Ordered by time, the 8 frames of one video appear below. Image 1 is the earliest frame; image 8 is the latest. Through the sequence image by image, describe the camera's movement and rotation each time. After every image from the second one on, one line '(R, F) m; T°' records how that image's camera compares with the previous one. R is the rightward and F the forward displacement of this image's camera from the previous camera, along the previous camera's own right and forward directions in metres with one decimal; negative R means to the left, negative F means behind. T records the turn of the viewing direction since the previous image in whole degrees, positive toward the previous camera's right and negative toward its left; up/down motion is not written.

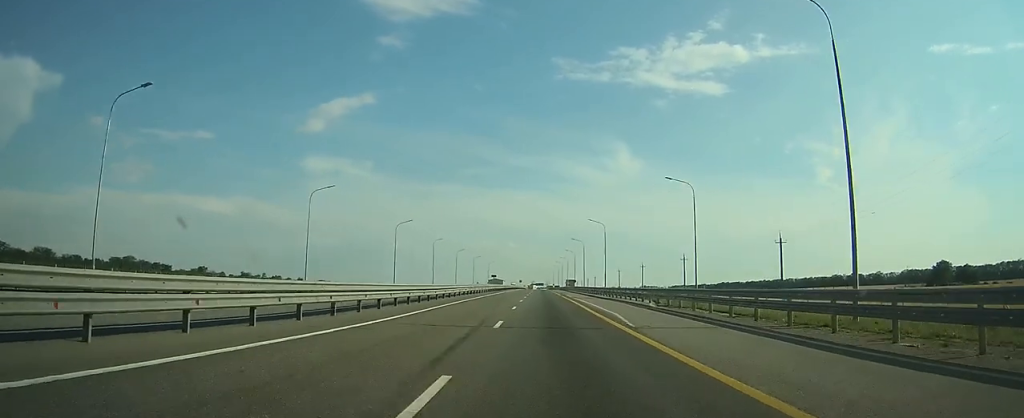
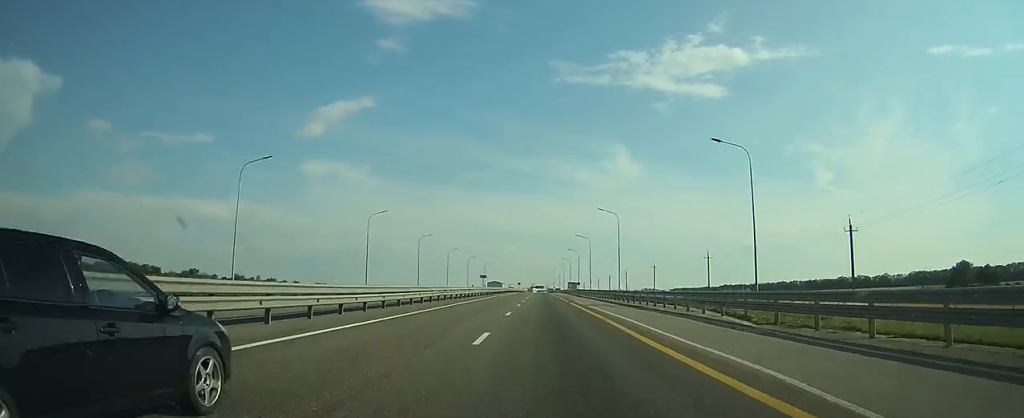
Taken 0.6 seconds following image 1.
(-0.1, +17.0) m; 0°
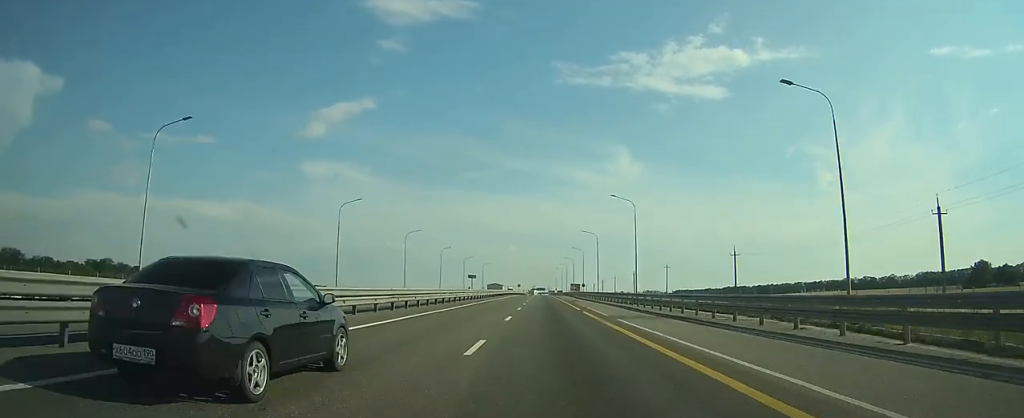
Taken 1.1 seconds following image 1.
(0.0, +13.5) m; 0°
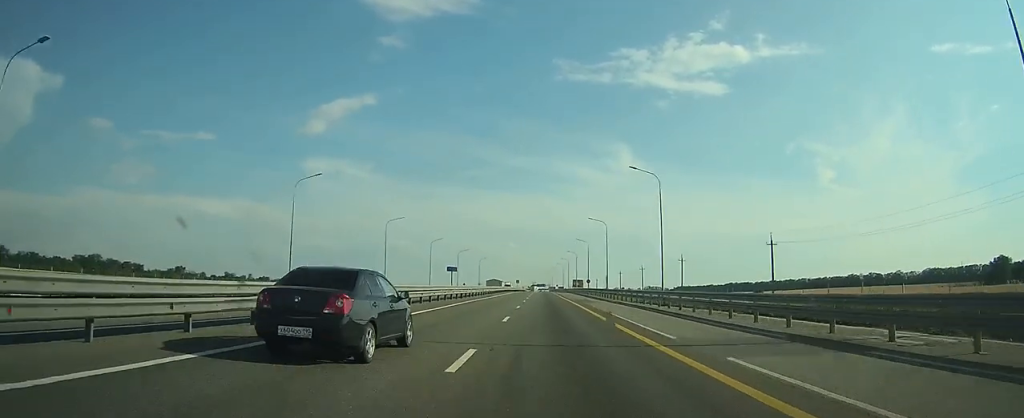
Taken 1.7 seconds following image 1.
(0.0, +14.4) m; 0°
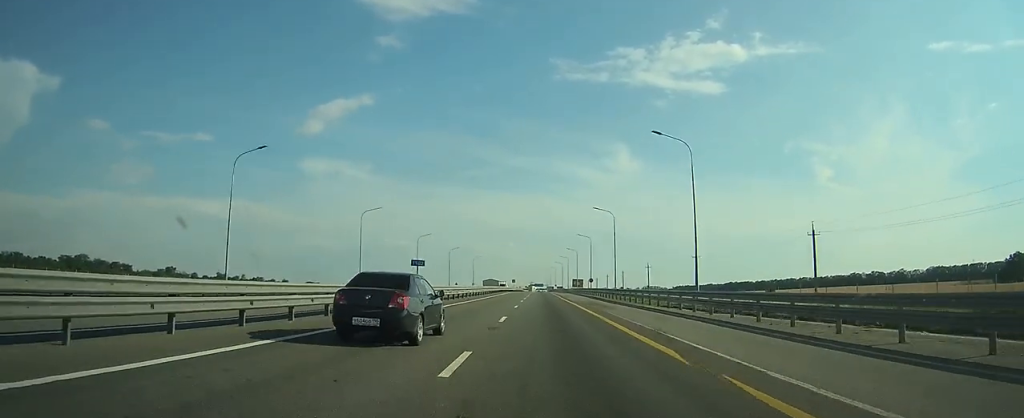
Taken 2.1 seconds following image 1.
(0.0, +12.6) m; 0°
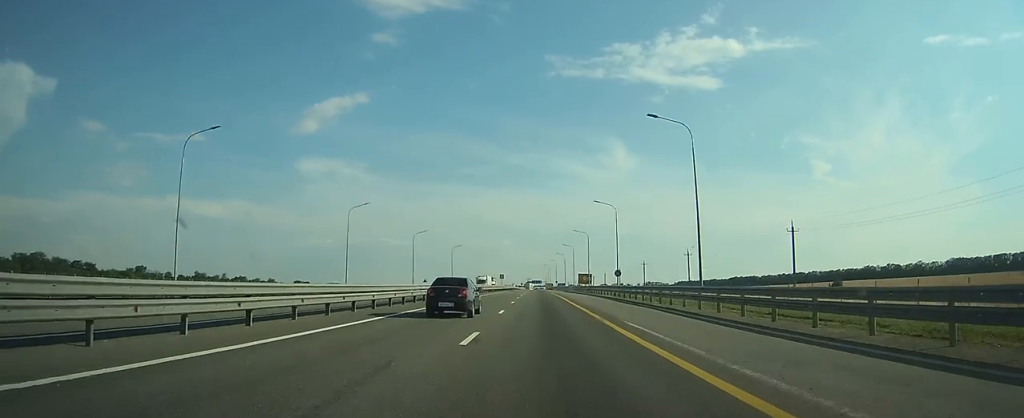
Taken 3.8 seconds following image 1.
(+0.1, +44.8) m; 0°
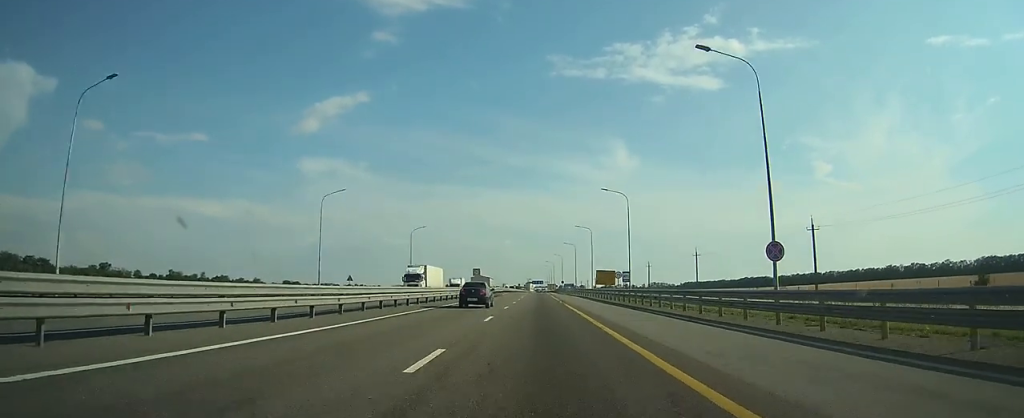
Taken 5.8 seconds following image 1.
(+0.1, +53.3) m; 0°
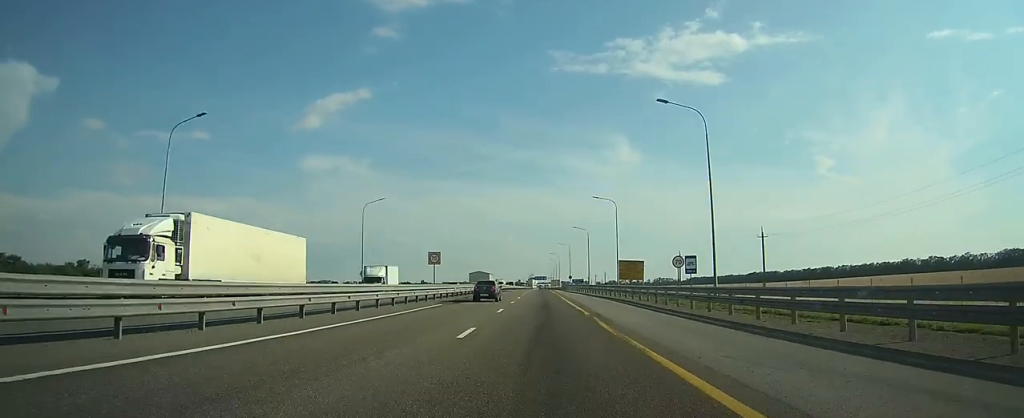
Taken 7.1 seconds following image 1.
(-0.1, +31.9) m; 0°
